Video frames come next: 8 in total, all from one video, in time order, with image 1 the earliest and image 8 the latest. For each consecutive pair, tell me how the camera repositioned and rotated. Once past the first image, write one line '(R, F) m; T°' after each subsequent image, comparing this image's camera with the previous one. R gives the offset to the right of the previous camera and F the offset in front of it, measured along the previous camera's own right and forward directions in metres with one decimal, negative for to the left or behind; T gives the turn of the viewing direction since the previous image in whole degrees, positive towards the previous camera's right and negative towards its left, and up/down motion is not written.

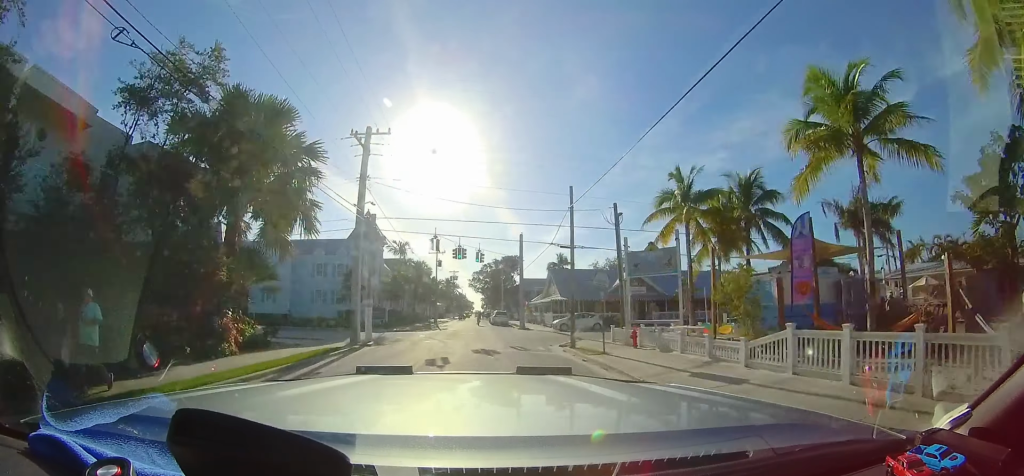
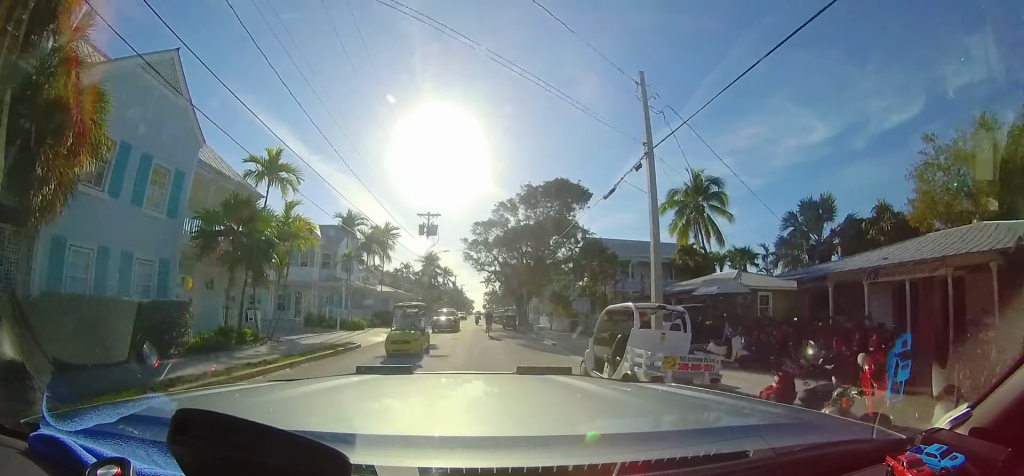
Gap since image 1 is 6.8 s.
(-0.1, +46.2) m; 0°
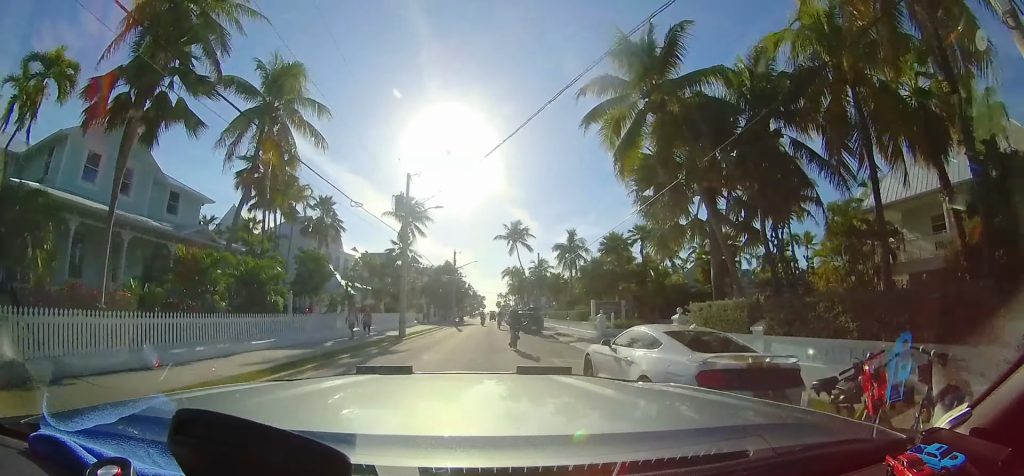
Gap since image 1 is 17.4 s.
(+0.3, +55.6) m; +1°
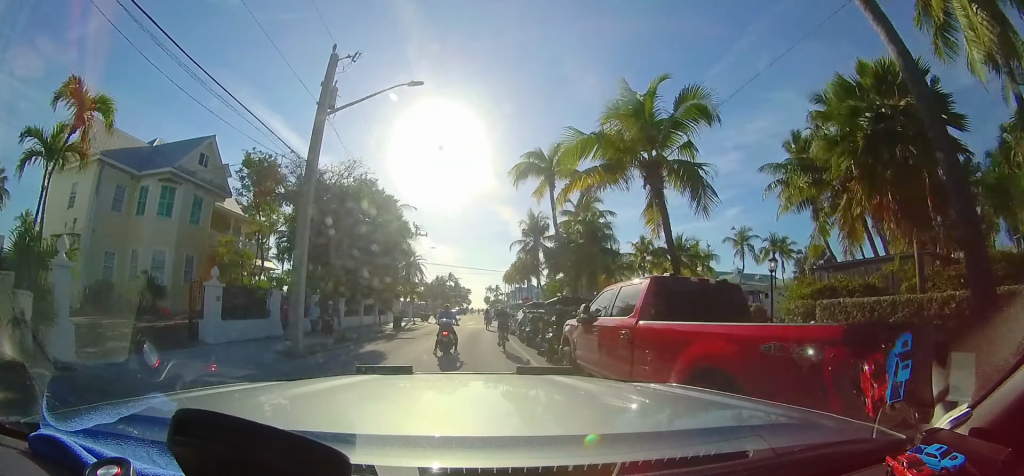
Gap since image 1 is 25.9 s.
(+0.4, +27.7) m; +3°
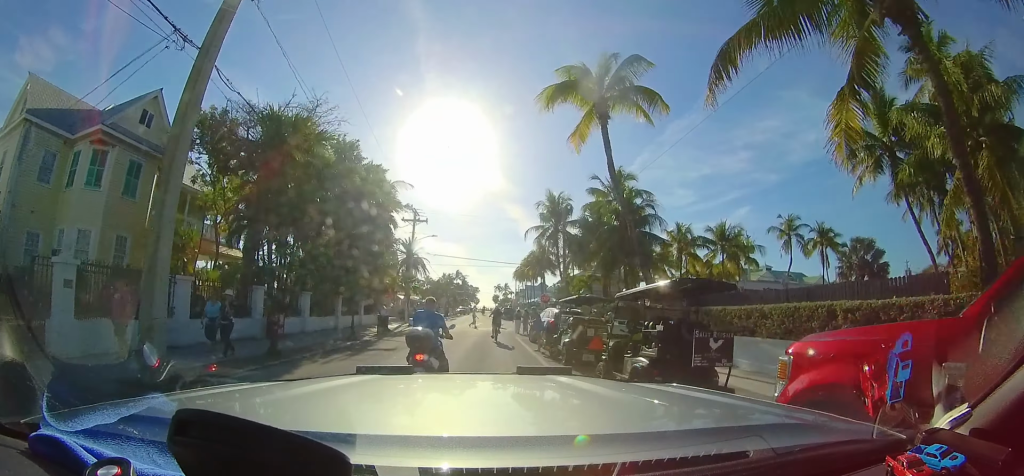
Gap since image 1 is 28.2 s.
(+0.1, +4.3) m; 0°
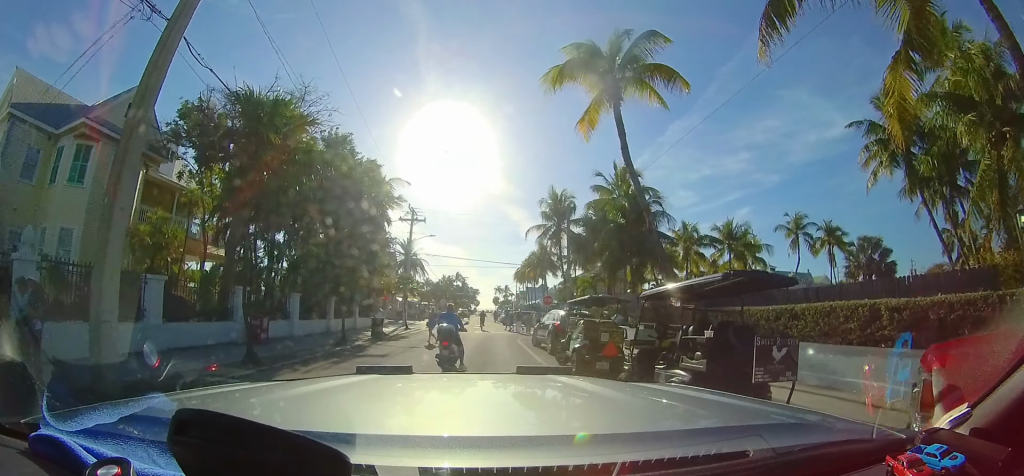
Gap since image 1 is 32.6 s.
(+0.1, +7.1) m; -2°
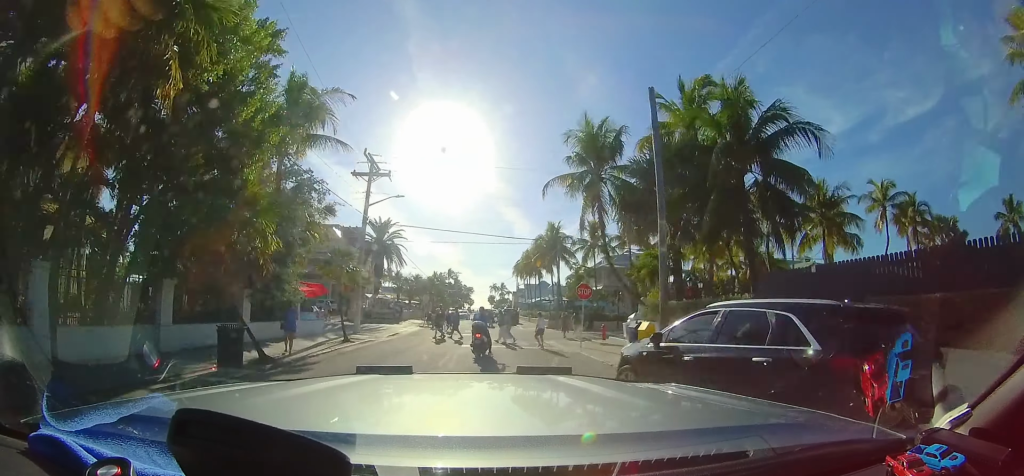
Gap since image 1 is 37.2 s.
(-0.3, +5.8) m; -4°
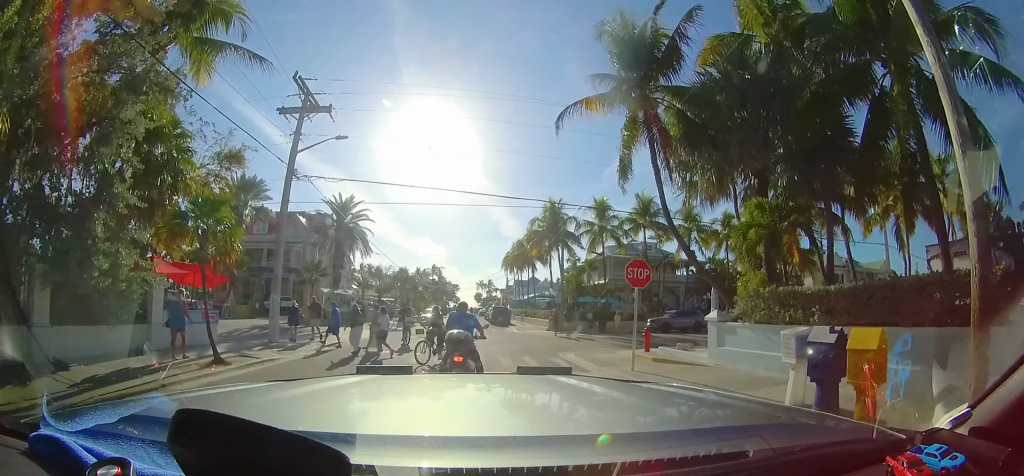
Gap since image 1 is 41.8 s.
(-0.1, +4.9) m; +1°
